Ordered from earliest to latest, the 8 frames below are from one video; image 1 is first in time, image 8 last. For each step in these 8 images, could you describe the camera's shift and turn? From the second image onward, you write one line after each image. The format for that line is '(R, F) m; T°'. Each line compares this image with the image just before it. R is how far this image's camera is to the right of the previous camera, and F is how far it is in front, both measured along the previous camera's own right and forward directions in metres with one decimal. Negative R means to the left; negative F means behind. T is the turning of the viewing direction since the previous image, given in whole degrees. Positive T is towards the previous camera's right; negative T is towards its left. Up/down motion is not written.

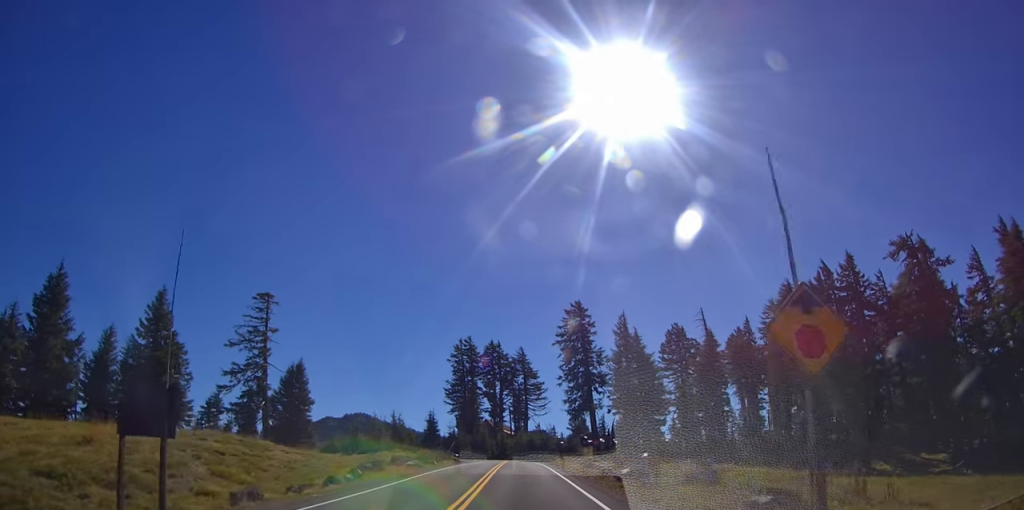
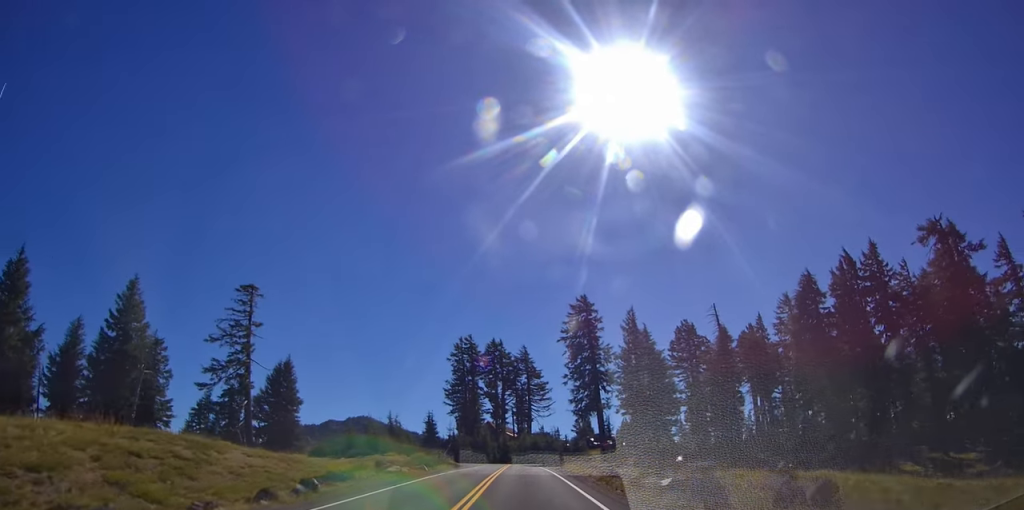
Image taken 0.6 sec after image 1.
(0.0, +6.0) m; +1°
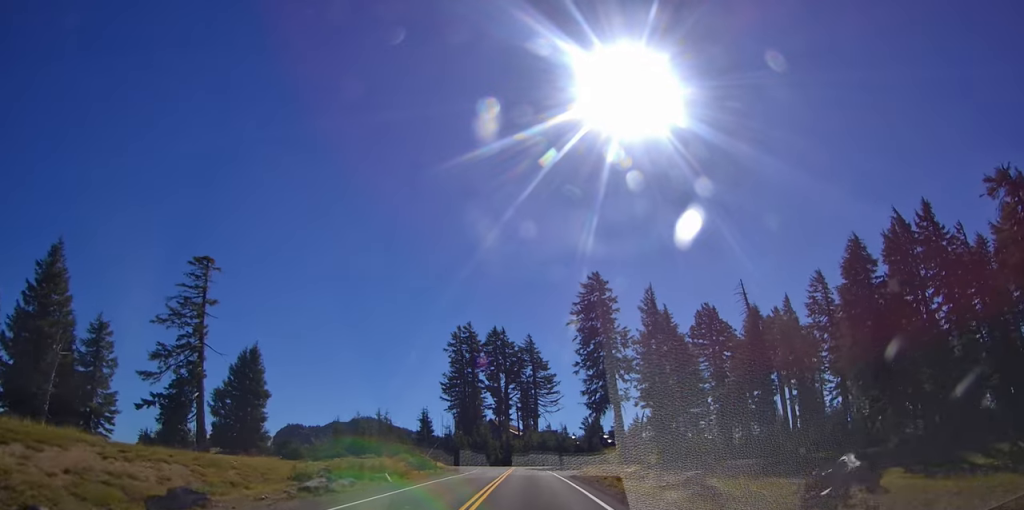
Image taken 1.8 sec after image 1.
(+0.2, +12.5) m; 0°
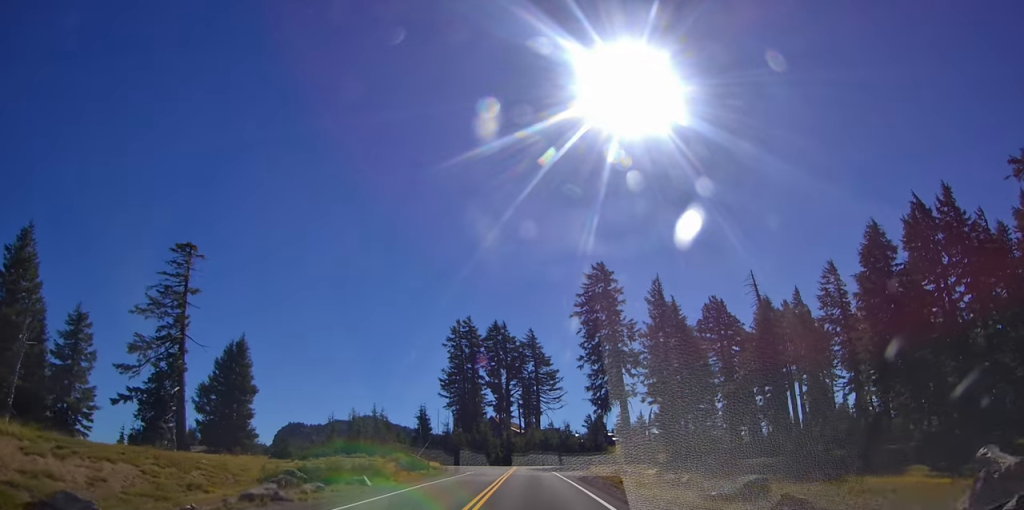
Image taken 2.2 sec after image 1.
(0.0, +4.1) m; -1°
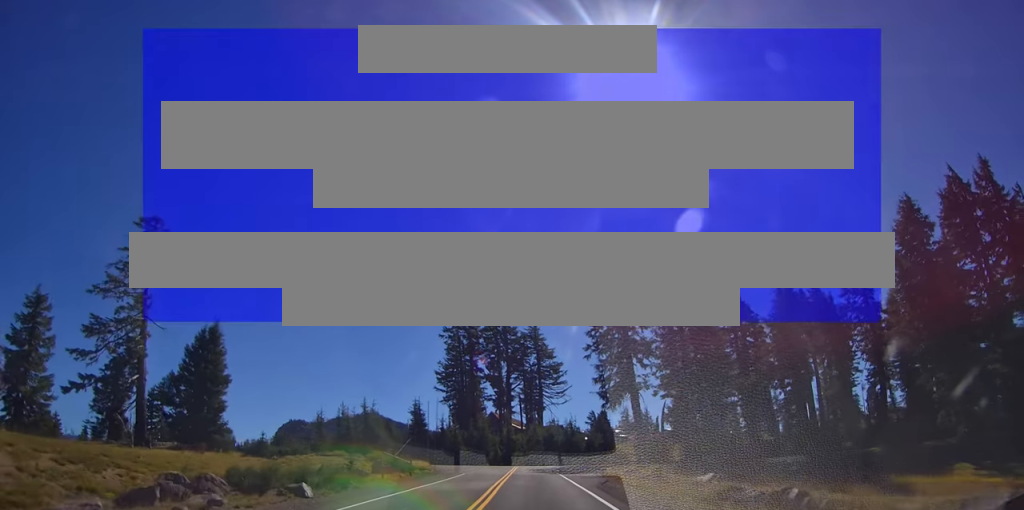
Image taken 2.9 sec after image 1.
(-0.2, +7.0) m; -1°
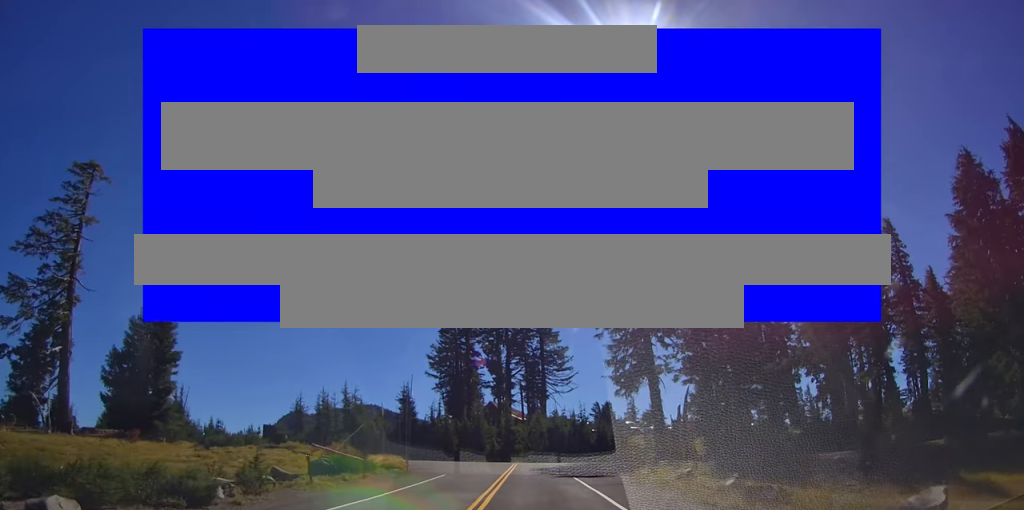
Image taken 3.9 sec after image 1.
(-0.1, +10.1) m; 0°
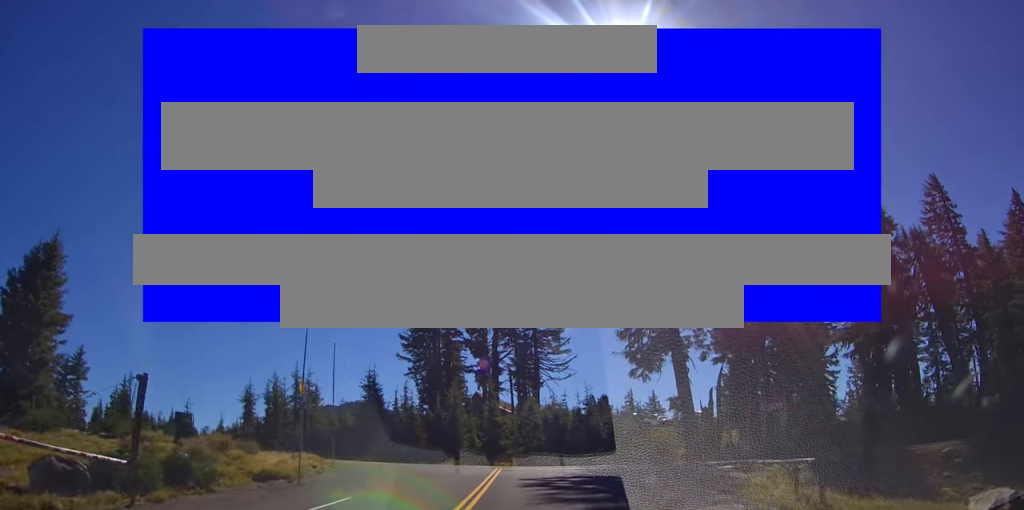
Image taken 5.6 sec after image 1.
(+0.2, +13.4) m; +2°
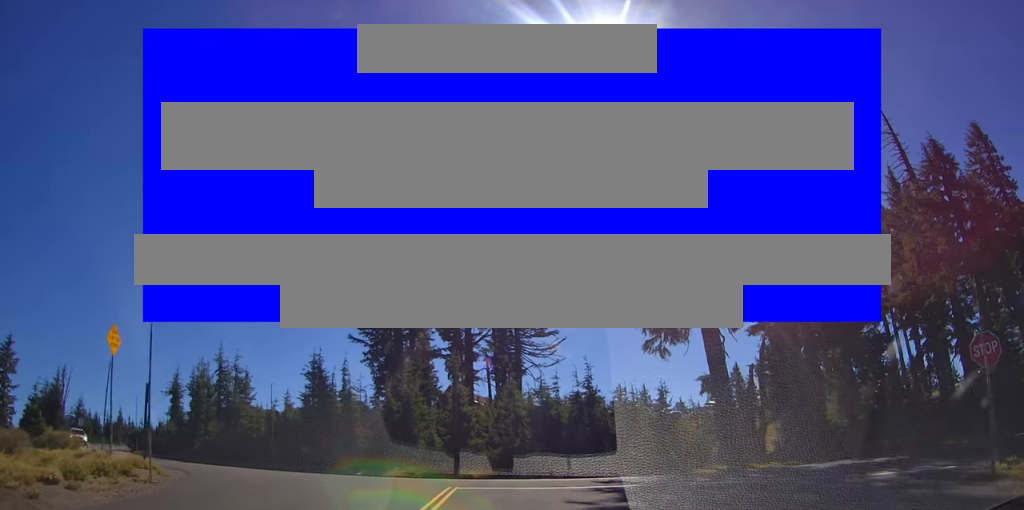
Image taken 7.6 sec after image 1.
(+0.5, +11.2) m; +4°
